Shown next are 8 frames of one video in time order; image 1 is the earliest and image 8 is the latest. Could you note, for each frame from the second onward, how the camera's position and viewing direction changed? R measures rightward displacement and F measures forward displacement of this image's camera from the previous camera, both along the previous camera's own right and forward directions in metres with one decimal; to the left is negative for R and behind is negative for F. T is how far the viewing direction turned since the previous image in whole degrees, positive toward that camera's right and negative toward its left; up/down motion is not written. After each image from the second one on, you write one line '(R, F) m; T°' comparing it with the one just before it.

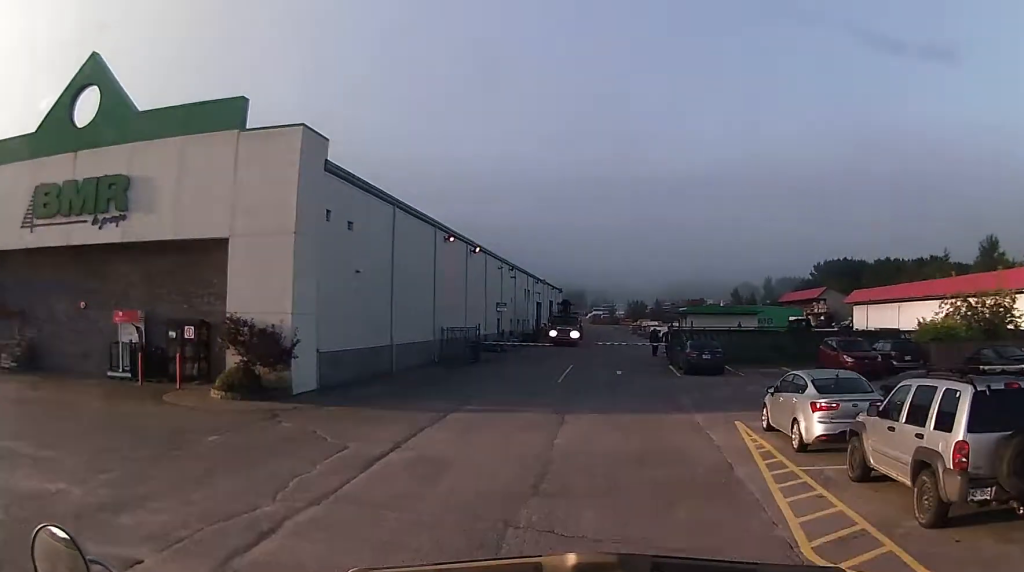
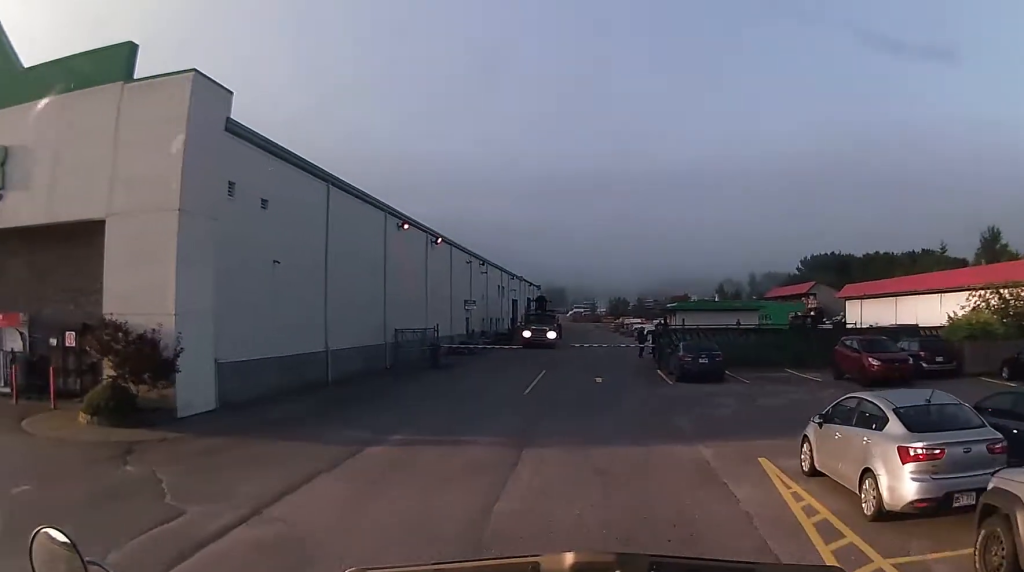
(+0.3, +5.6) m; +2°
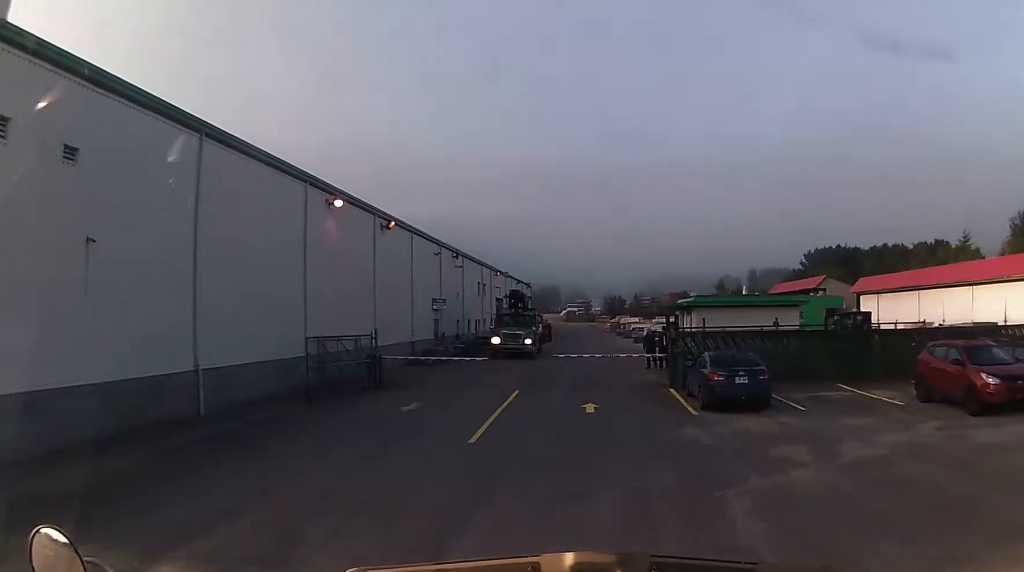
(-0.2, +9.7) m; -5°
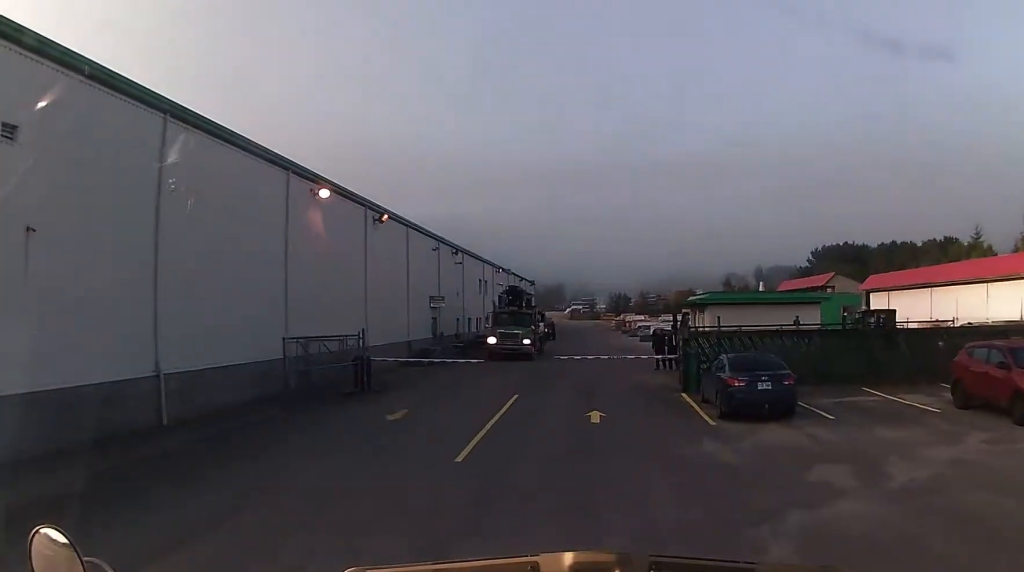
(-0.1, +2.1) m; -1°
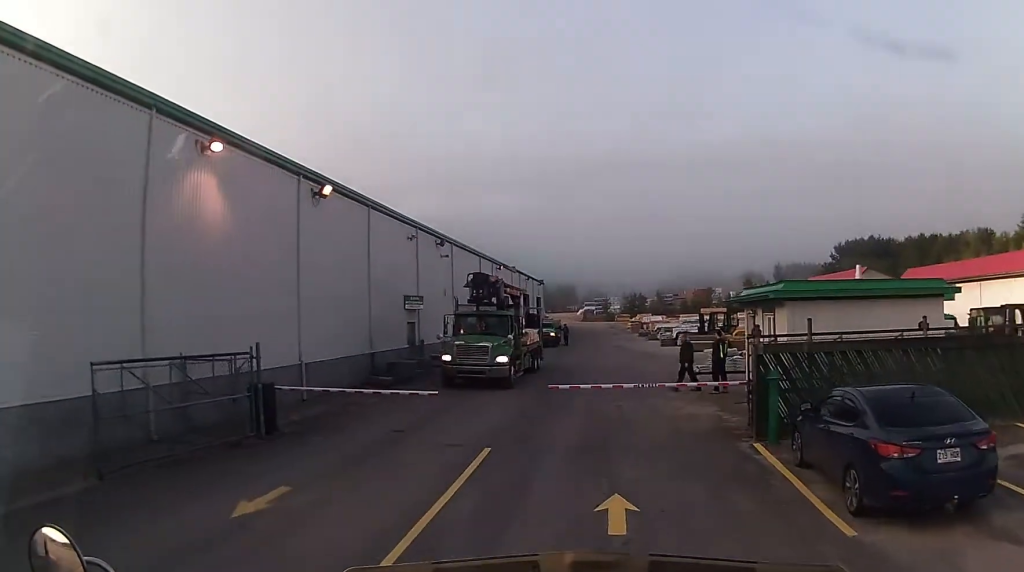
(-0.2, +9.1) m; -3°
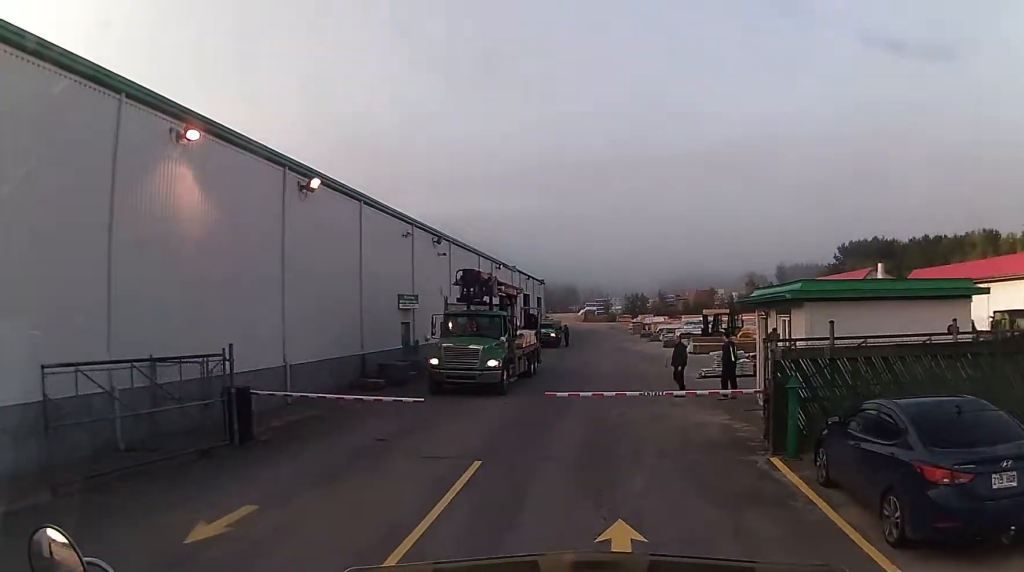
(+0.1, +1.5) m; -2°
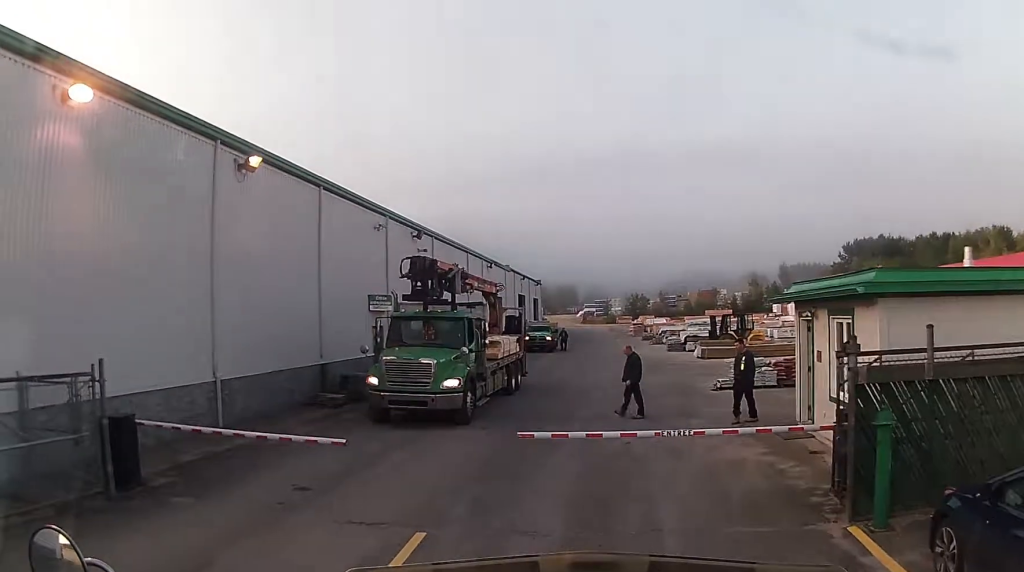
(-0.2, +4.8) m; 0°
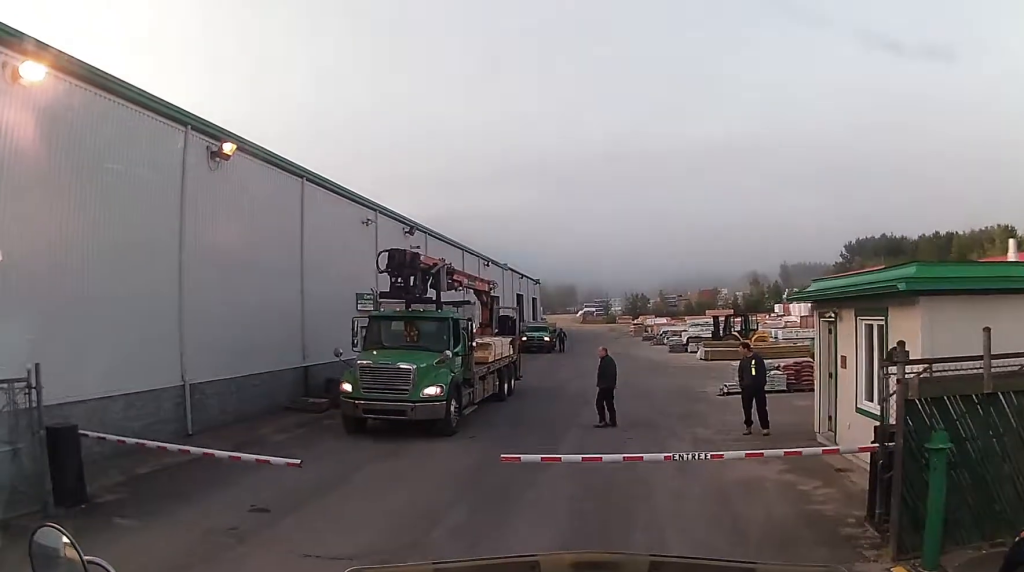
(+0.2, +1.7) m; 0°
